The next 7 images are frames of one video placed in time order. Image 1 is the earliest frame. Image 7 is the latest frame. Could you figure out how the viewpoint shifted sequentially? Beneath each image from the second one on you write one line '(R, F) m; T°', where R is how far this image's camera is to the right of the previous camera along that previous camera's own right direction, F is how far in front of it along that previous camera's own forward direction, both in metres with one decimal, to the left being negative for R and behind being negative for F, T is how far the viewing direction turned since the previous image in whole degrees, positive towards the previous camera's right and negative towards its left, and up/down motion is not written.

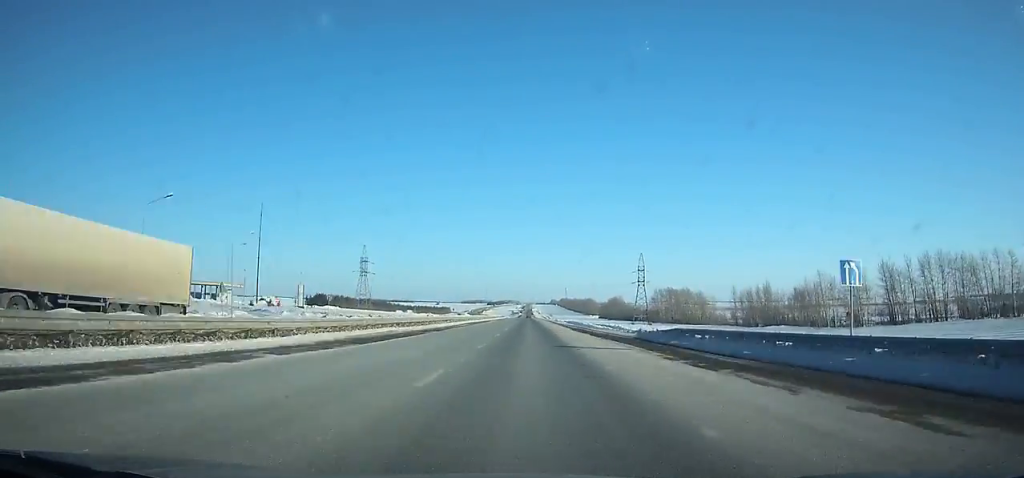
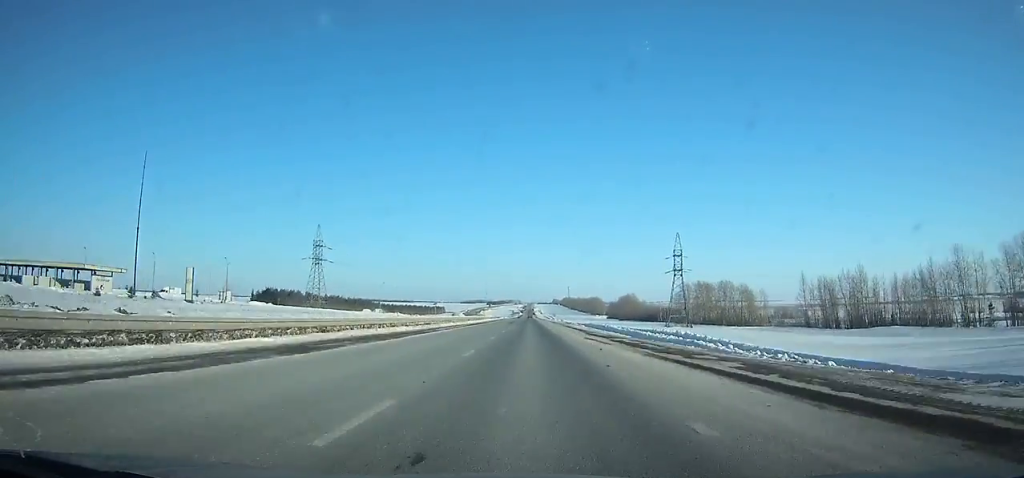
(0.0, +51.2) m; 0°
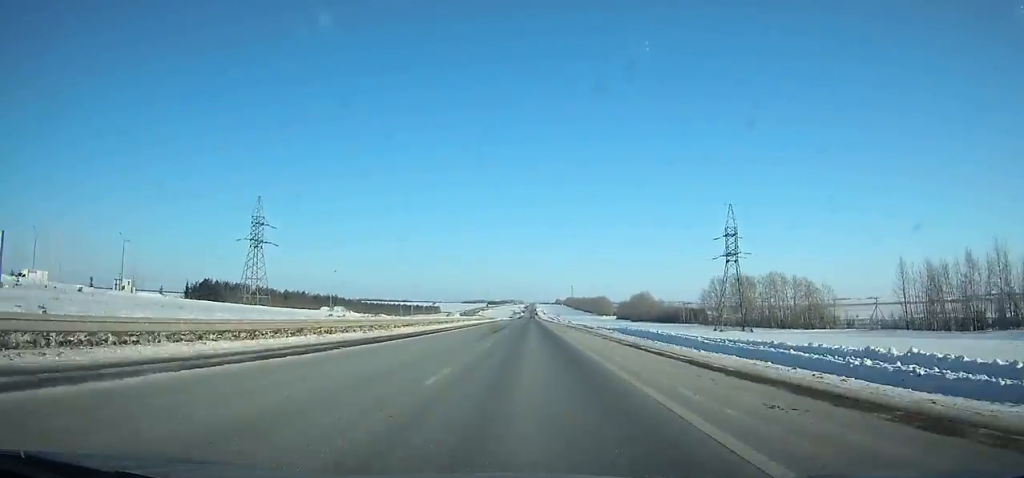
(0.0, +43.6) m; 0°
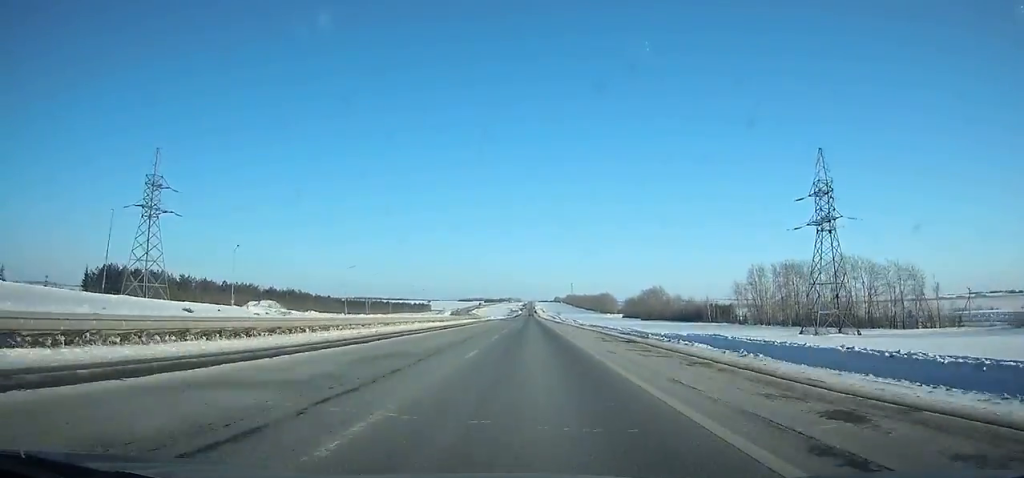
(-0.1, +41.0) m; 0°
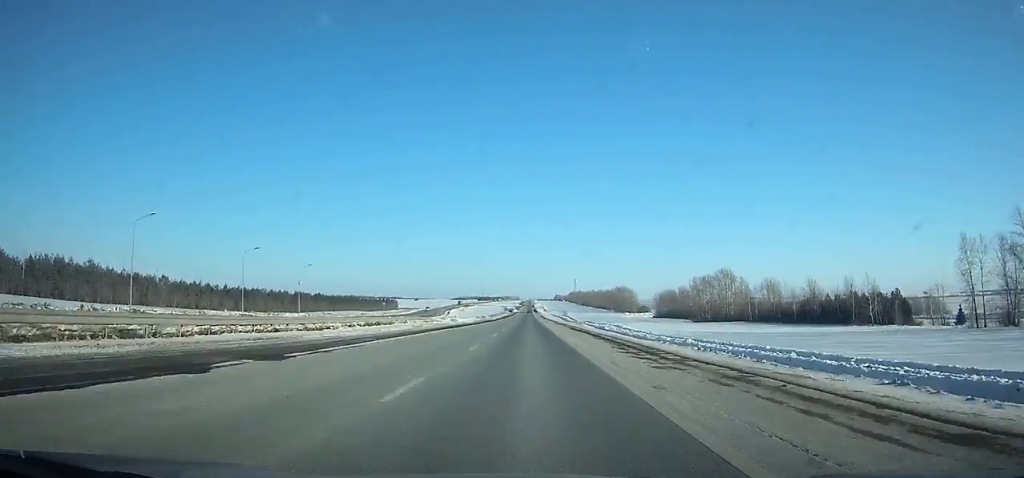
(+0.4, +114.3) m; 0°
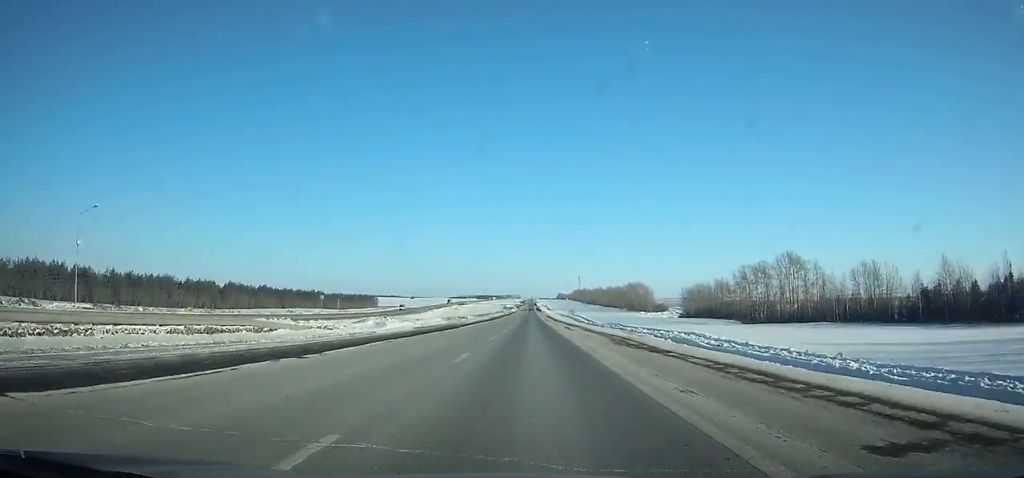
(+0.1, +53.6) m; 0°
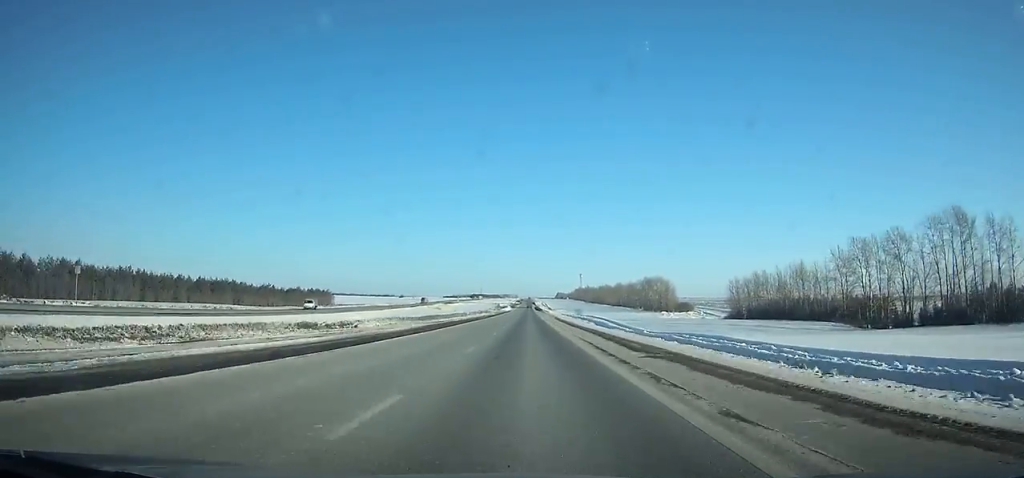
(0.0, +68.6) m; 0°
